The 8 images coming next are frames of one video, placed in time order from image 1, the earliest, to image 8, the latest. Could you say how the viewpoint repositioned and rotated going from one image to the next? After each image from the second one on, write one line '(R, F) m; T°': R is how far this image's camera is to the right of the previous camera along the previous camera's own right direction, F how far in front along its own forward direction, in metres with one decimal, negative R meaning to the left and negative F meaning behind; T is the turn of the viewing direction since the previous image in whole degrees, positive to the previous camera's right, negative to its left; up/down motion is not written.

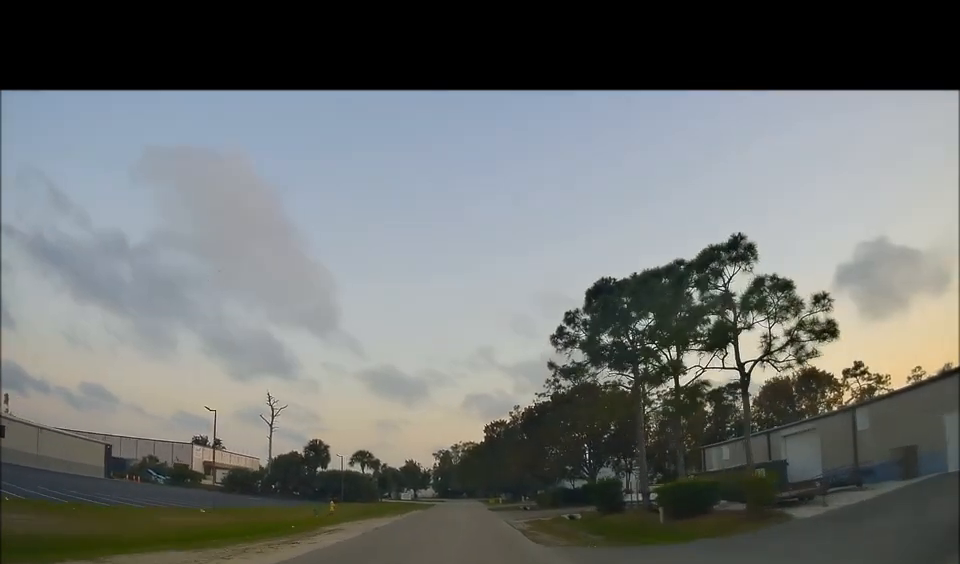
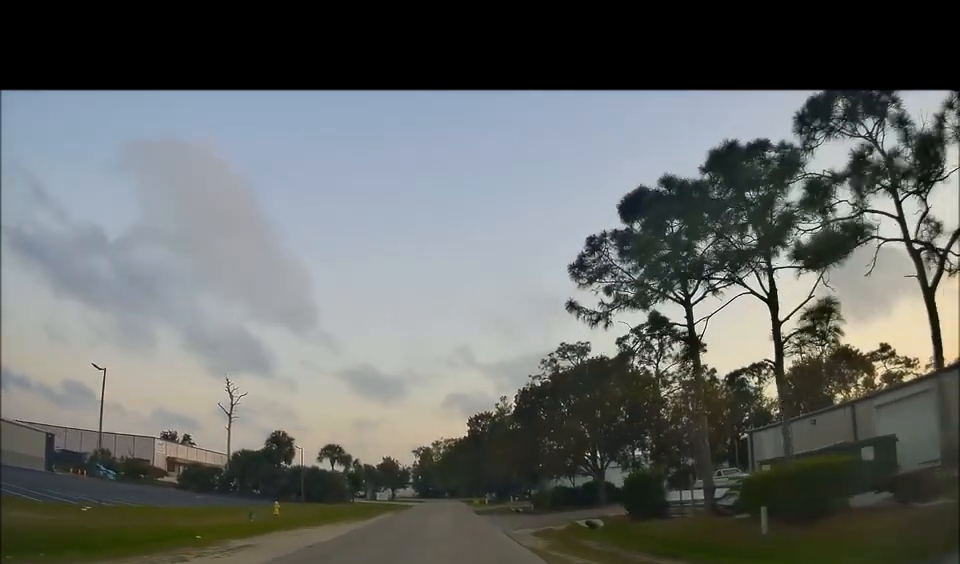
(+0.1, +8.7) m; +1°
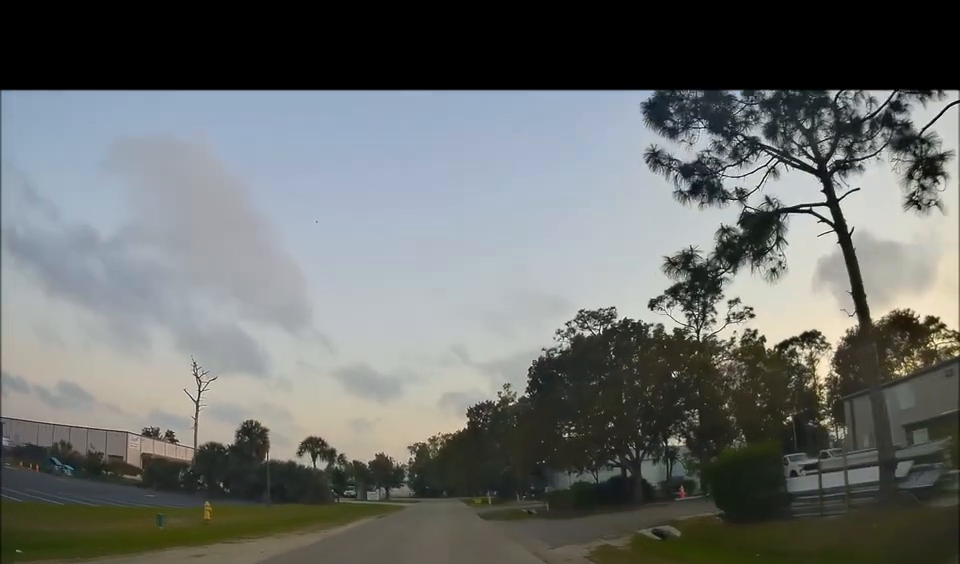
(0.0, +8.9) m; 0°
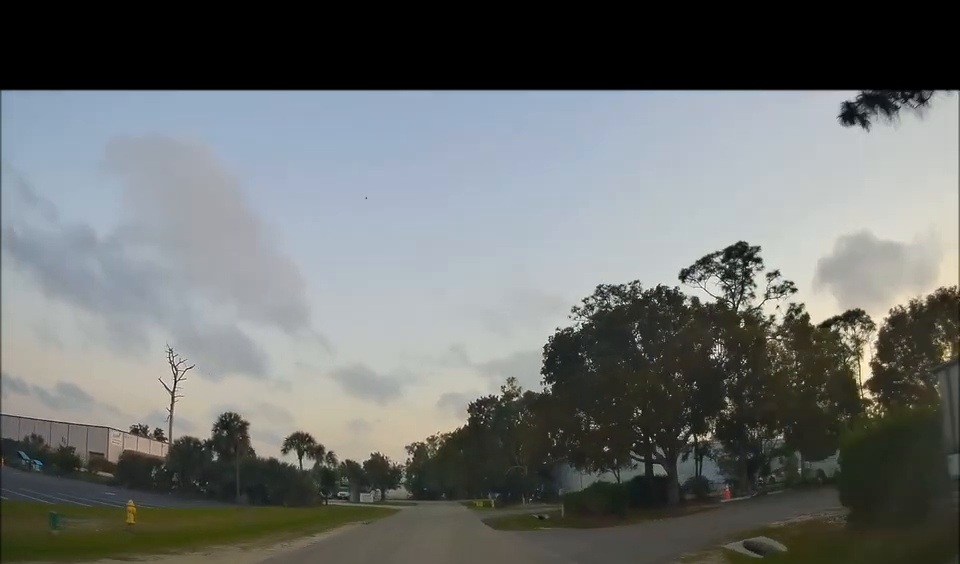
(0.0, +5.9) m; 0°
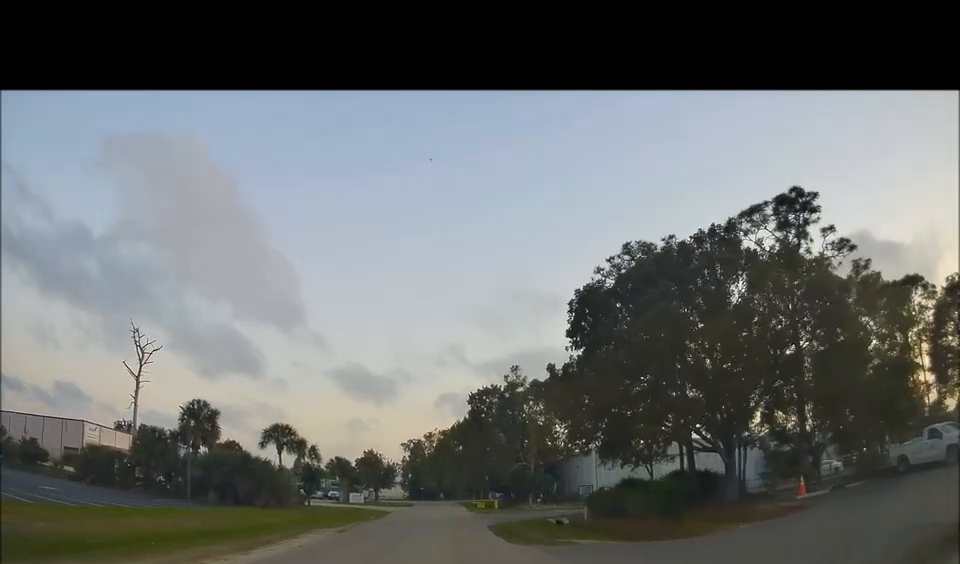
(0.0, +6.9) m; 0°
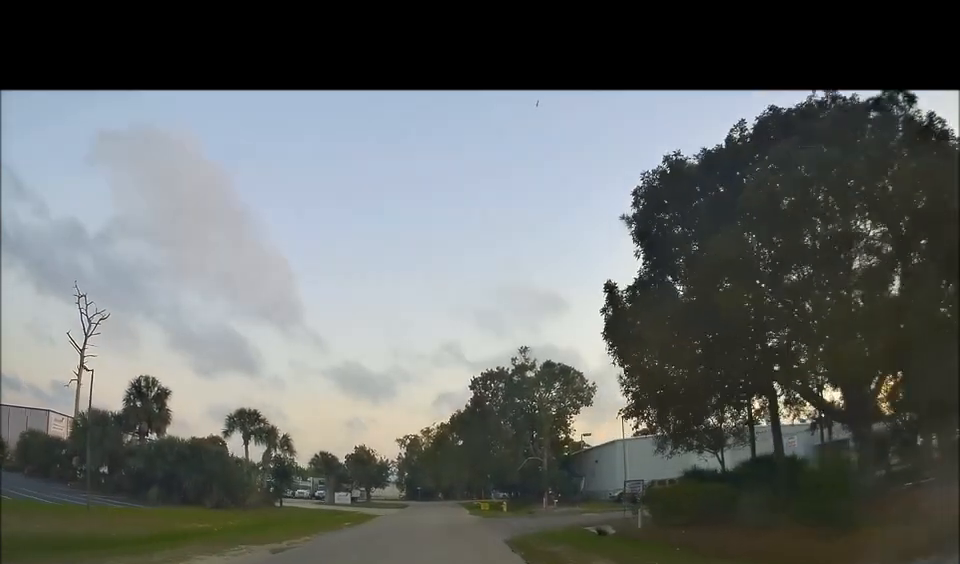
(0.0, +9.1) m; 0°
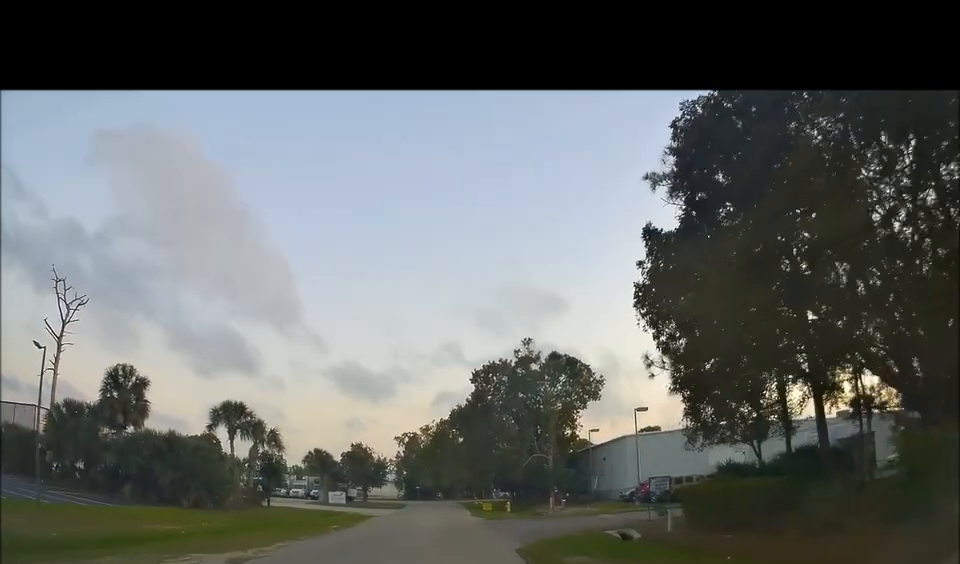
(0.0, +3.2) m; 0°
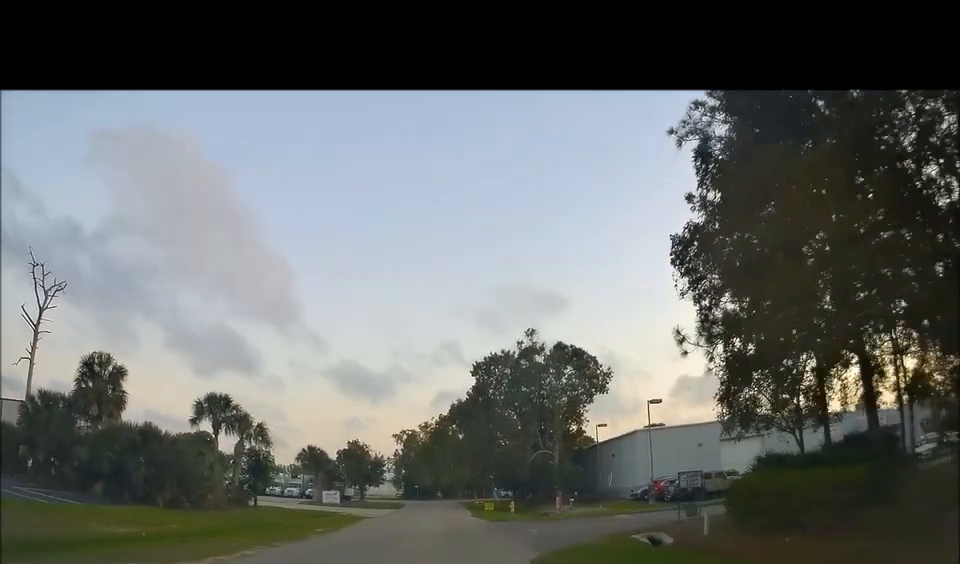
(0.0, +3.0) m; 0°
